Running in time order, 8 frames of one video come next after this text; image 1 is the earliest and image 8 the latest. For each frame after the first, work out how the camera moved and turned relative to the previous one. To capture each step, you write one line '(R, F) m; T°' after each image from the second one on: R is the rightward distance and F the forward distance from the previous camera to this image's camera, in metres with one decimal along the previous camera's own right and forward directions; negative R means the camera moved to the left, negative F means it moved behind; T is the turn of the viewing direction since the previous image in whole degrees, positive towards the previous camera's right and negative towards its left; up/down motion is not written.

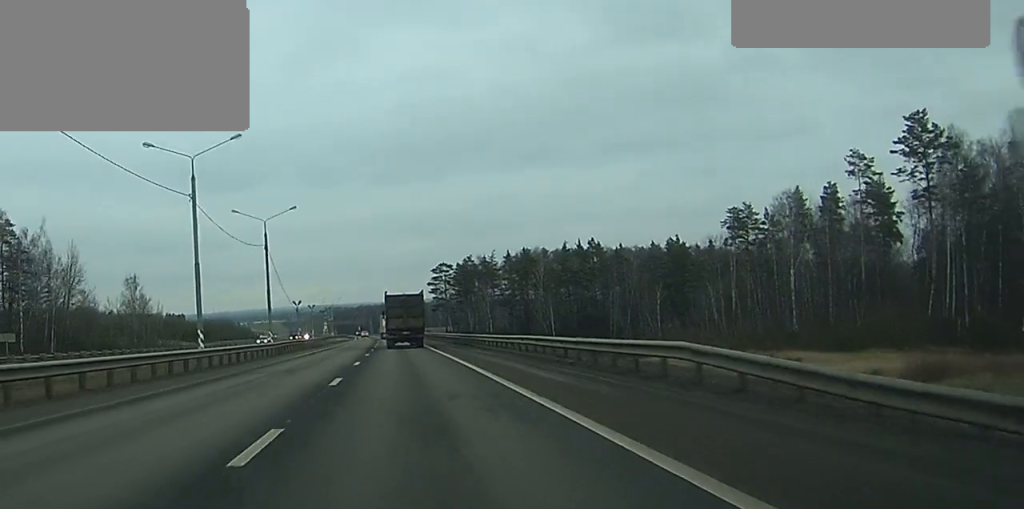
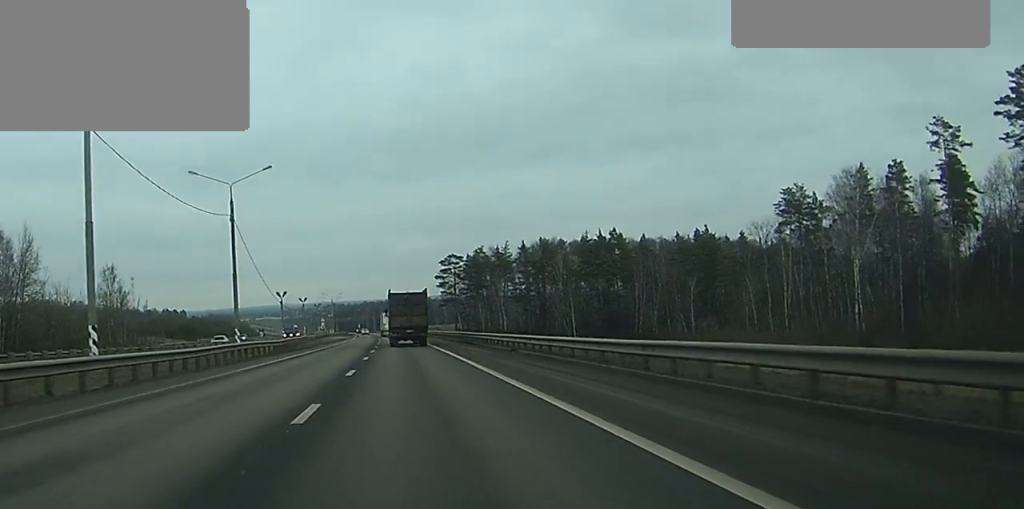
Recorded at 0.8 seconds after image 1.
(-0.1, +21.4) m; 0°
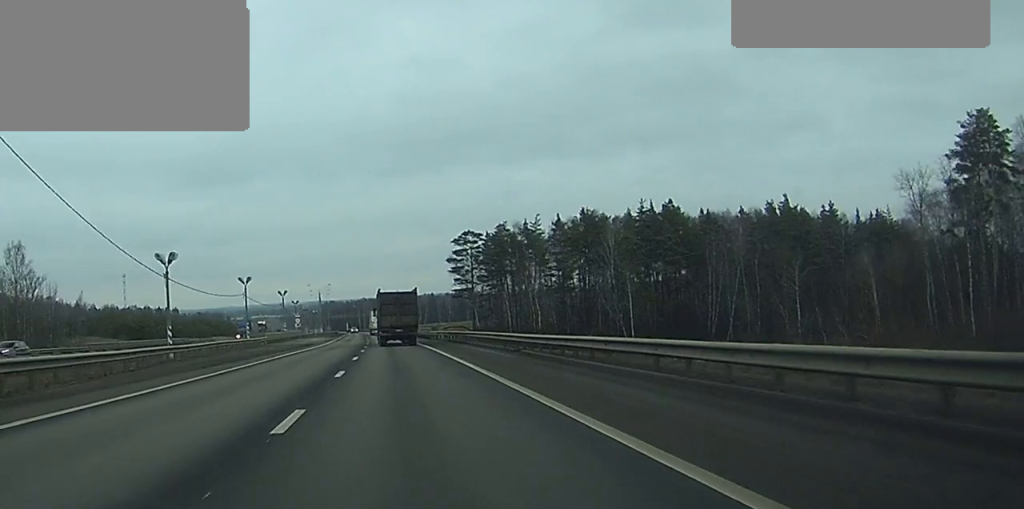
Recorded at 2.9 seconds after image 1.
(-0.5, +49.1) m; -1°
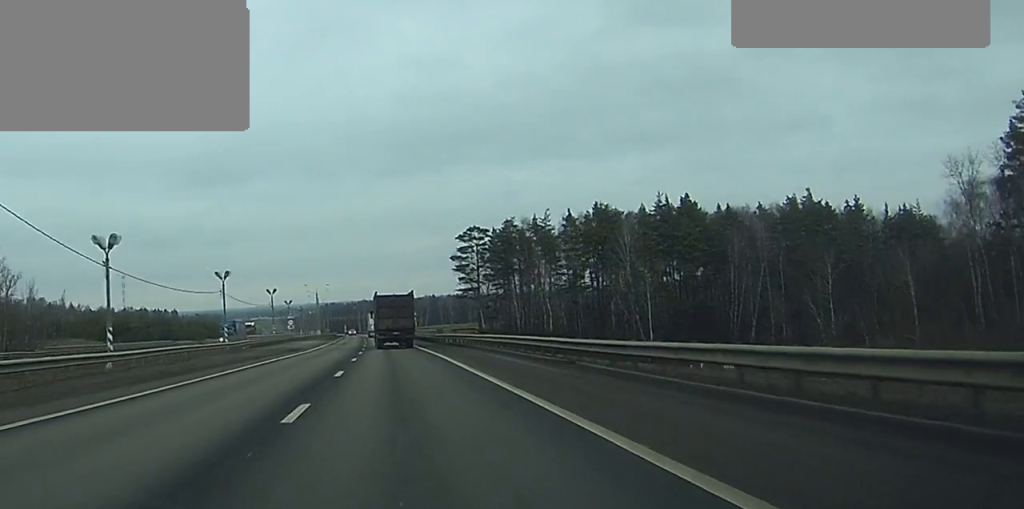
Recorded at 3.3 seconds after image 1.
(0.0, +10.0) m; 0°
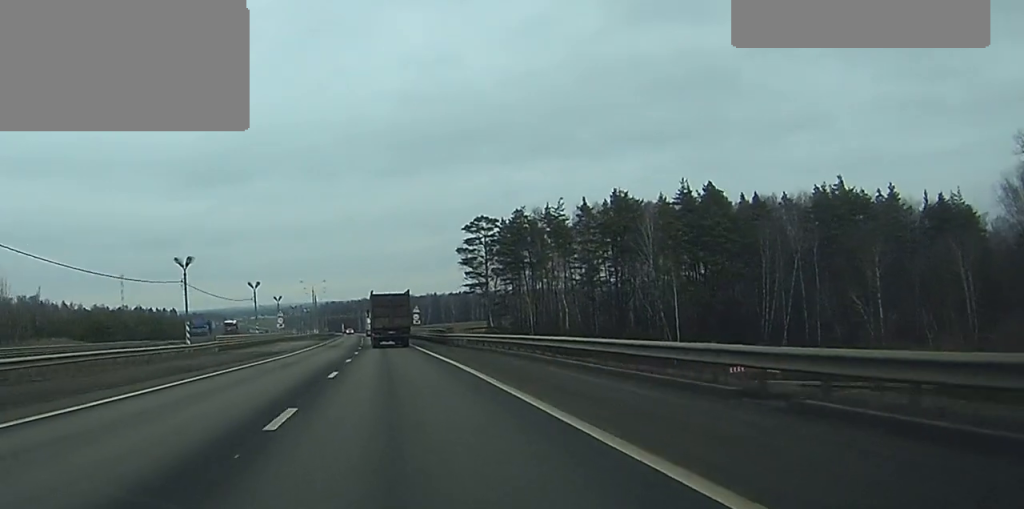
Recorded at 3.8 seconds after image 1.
(0.0, +12.2) m; 0°
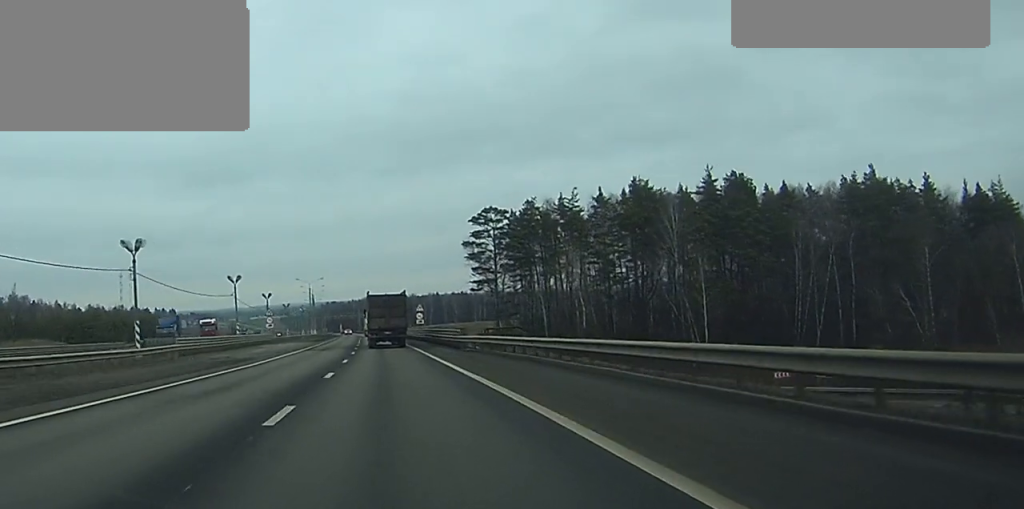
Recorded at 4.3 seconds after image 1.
(0.0, +10.4) m; 0°
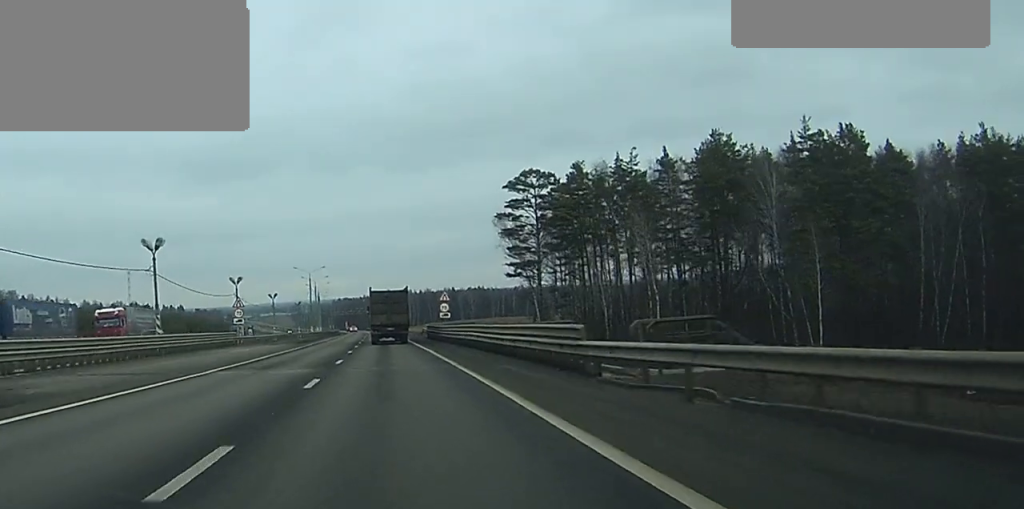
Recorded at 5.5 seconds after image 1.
(0.0, +26.5) m; -1°
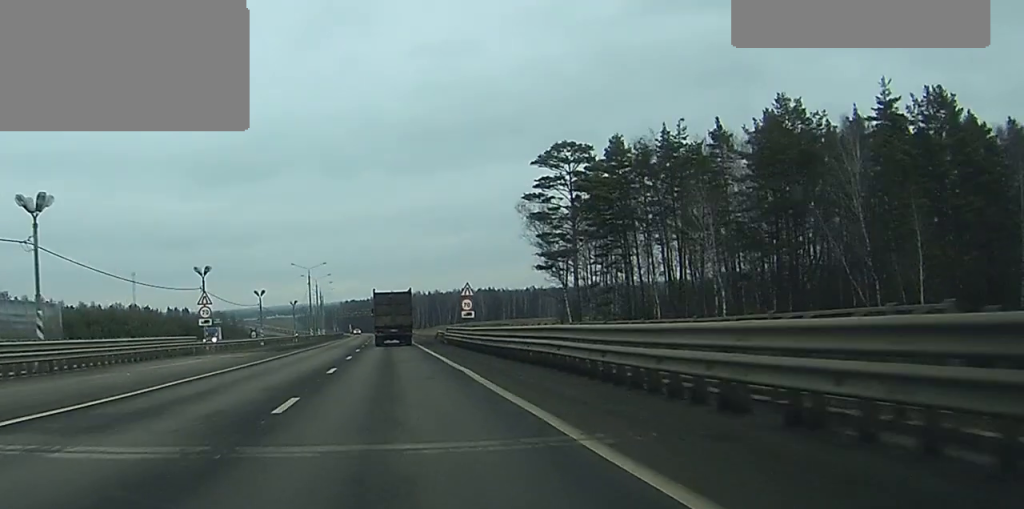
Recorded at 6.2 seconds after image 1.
(0.0, +16.5) m; -1°
